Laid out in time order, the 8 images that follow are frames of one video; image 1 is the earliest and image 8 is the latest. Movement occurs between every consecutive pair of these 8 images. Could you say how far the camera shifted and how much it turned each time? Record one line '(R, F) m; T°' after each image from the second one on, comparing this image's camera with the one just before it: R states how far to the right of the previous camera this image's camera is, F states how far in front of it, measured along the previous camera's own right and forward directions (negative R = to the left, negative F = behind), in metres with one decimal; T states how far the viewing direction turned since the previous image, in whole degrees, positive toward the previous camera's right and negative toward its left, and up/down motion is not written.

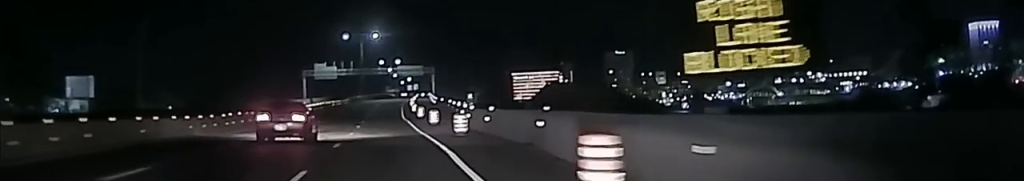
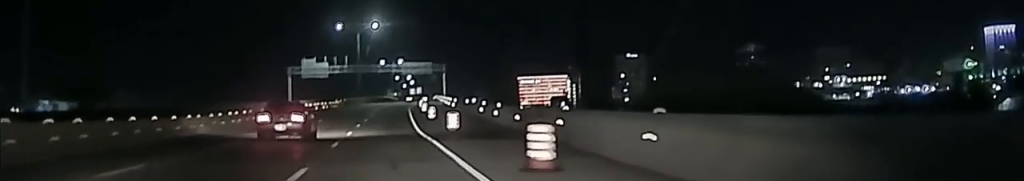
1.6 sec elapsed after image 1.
(-0.1, +36.9) m; 0°
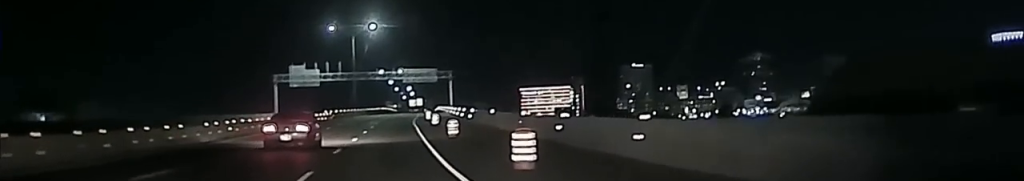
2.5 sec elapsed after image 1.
(+0.2, +22.8) m; 0°
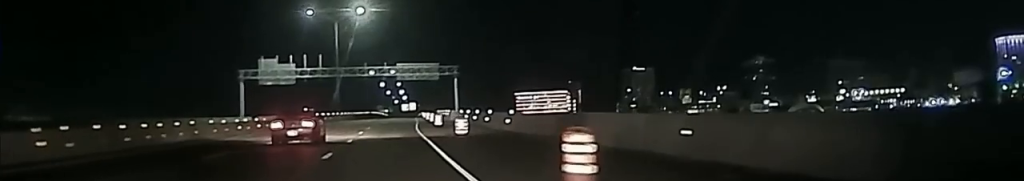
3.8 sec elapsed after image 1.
(-0.1, +30.9) m; -1°
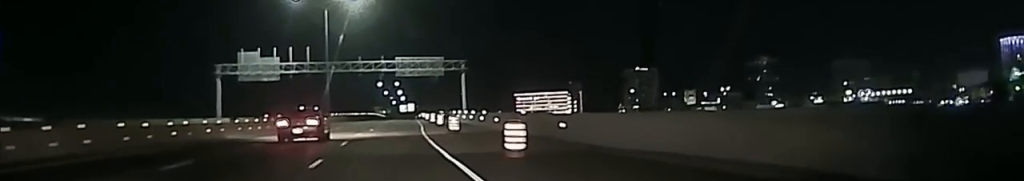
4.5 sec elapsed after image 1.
(-0.1, +16.9) m; +1°
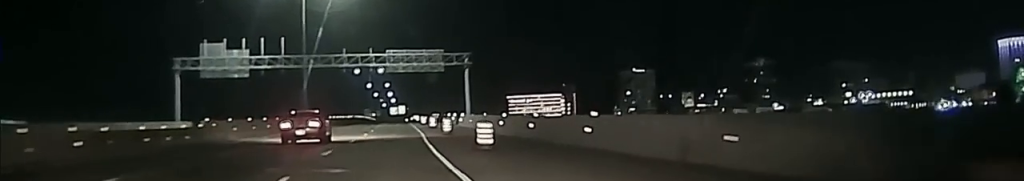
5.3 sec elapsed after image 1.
(+0.2, +18.7) m; +1°
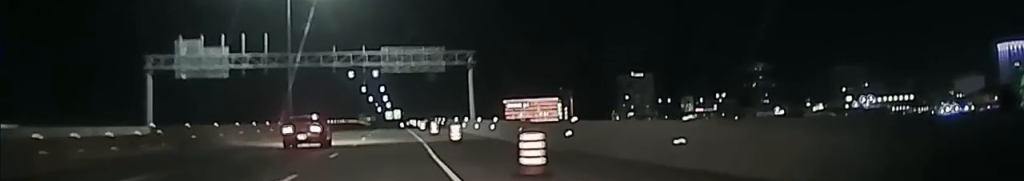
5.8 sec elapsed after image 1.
(+0.3, +9.5) m; +1°
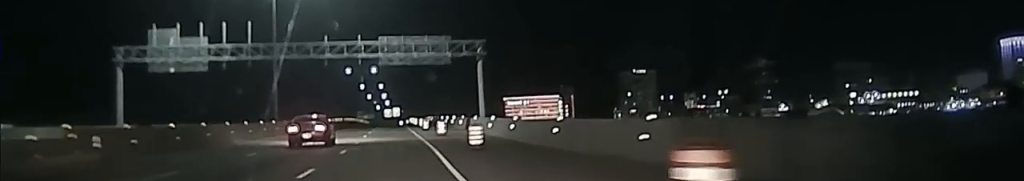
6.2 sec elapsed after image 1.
(0.0, +10.3) m; 0°
